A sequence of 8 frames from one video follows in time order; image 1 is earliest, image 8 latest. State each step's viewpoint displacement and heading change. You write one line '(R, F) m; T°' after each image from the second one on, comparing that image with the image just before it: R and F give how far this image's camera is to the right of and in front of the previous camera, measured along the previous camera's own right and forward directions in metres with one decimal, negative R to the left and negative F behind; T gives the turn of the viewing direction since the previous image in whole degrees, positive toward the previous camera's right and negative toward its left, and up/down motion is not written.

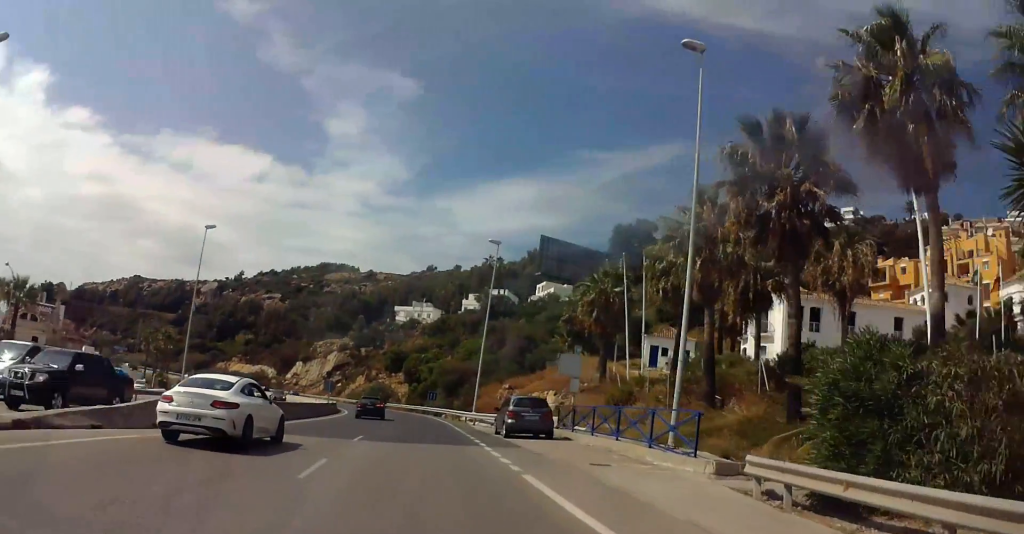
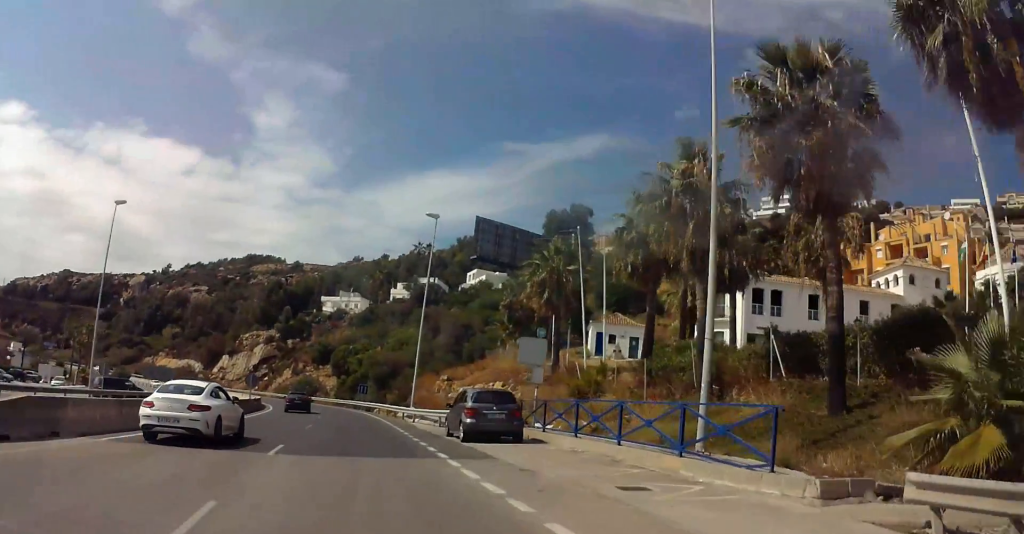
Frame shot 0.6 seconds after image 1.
(+0.2, +5.3) m; +4°
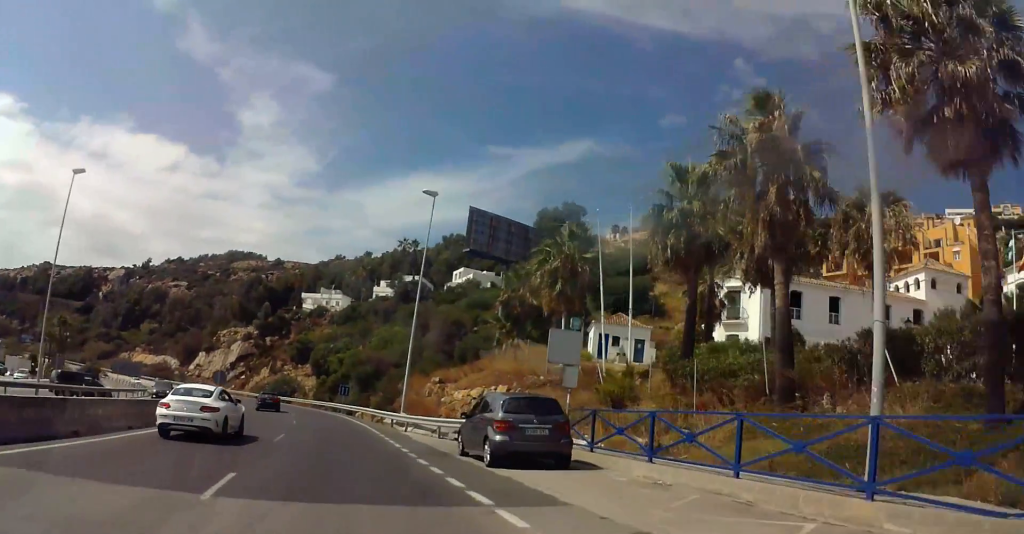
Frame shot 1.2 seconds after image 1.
(+0.2, +5.3) m; 0°
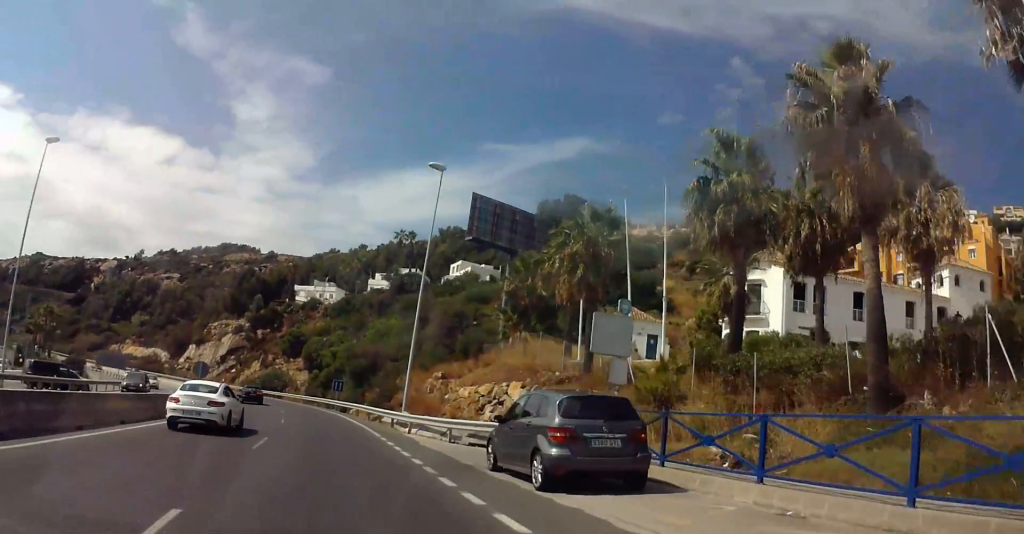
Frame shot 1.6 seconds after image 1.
(+0.1, +3.8) m; 0°
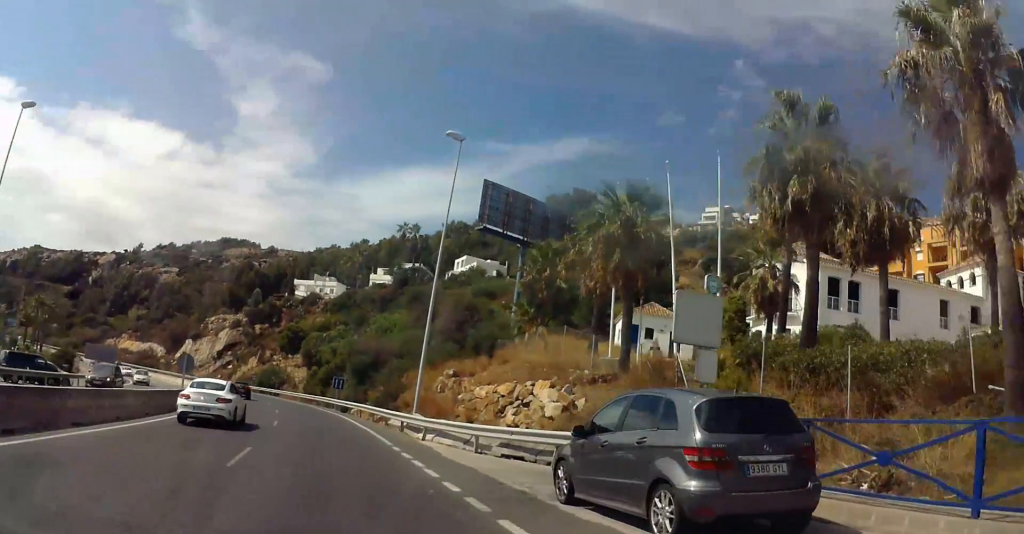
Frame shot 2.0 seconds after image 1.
(-0.1, +4.4) m; 0°
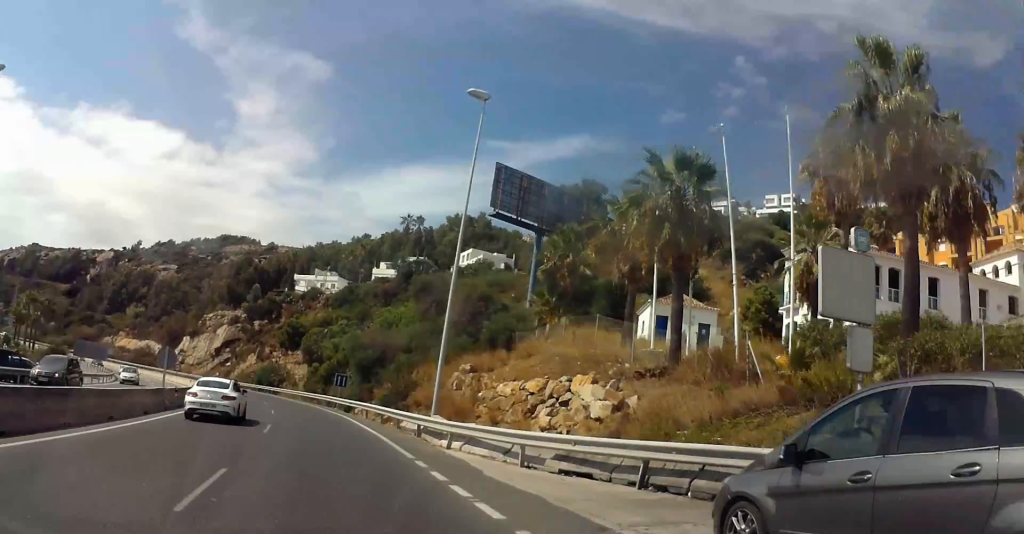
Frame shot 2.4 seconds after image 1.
(-0.1, +4.0) m; 0°
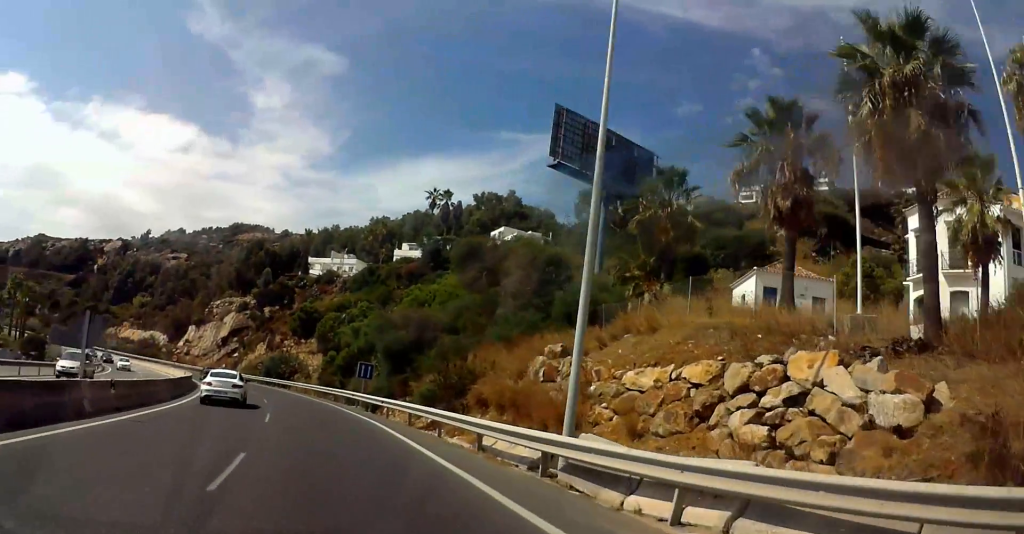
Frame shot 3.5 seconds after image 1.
(+0.2, +10.9) m; +1°
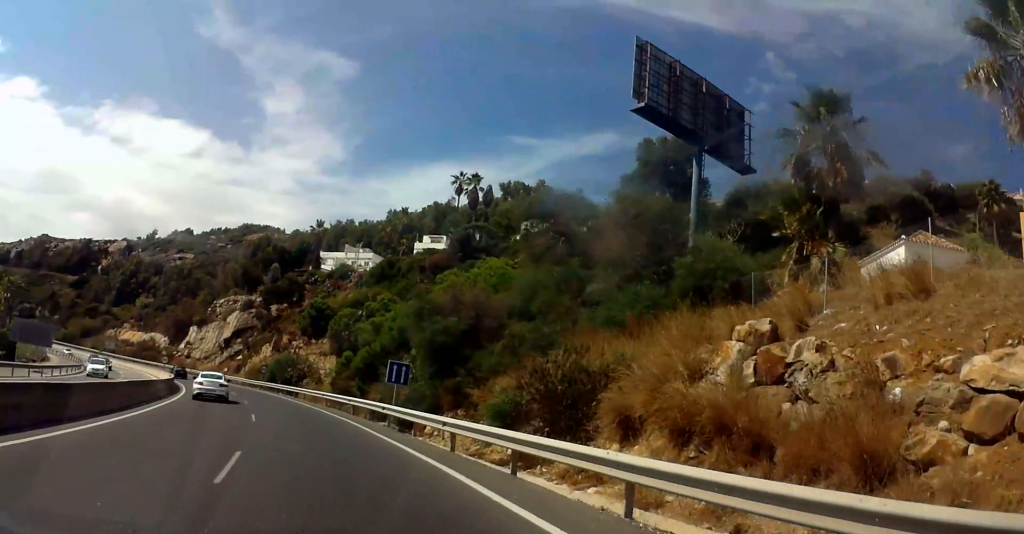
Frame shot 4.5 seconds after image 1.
(+0.1, +10.9) m; -5°
